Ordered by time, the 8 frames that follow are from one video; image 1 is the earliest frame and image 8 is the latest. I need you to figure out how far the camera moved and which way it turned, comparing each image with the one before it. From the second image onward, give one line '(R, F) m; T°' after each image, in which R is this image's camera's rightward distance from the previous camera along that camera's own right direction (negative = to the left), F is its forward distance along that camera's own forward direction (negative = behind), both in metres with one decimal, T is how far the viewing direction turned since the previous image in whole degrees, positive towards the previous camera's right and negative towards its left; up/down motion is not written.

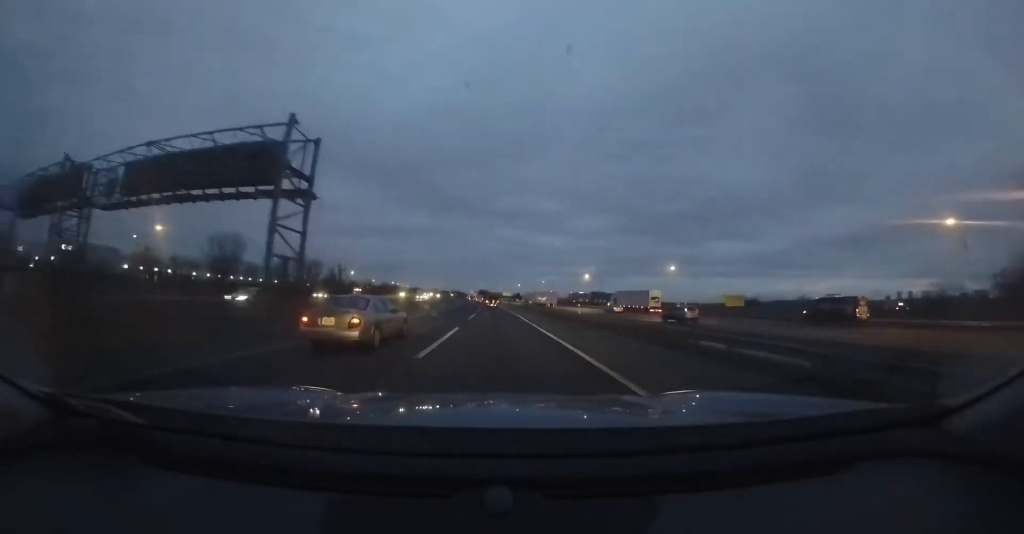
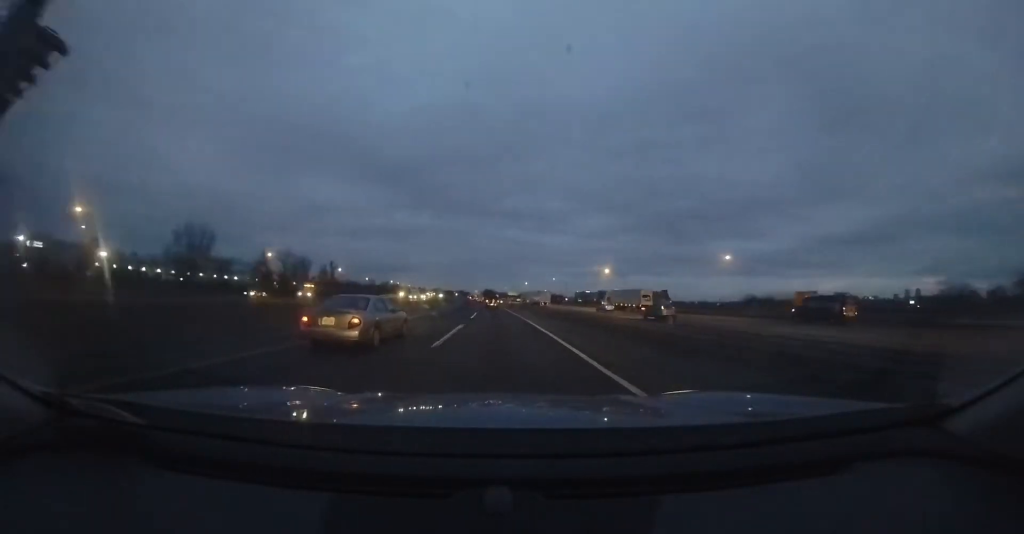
(0.0, +13.6) m; 0°
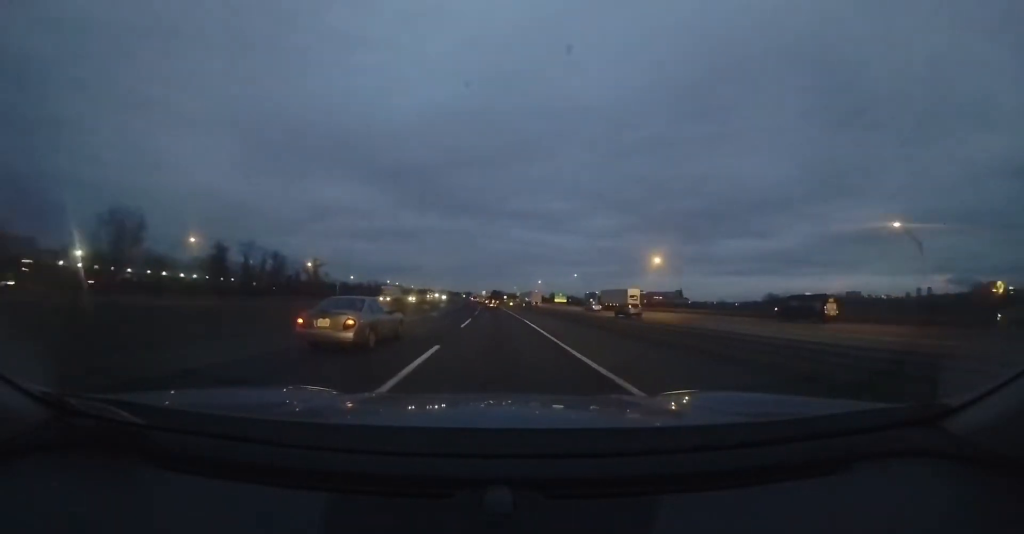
(0.0, +22.4) m; 0°
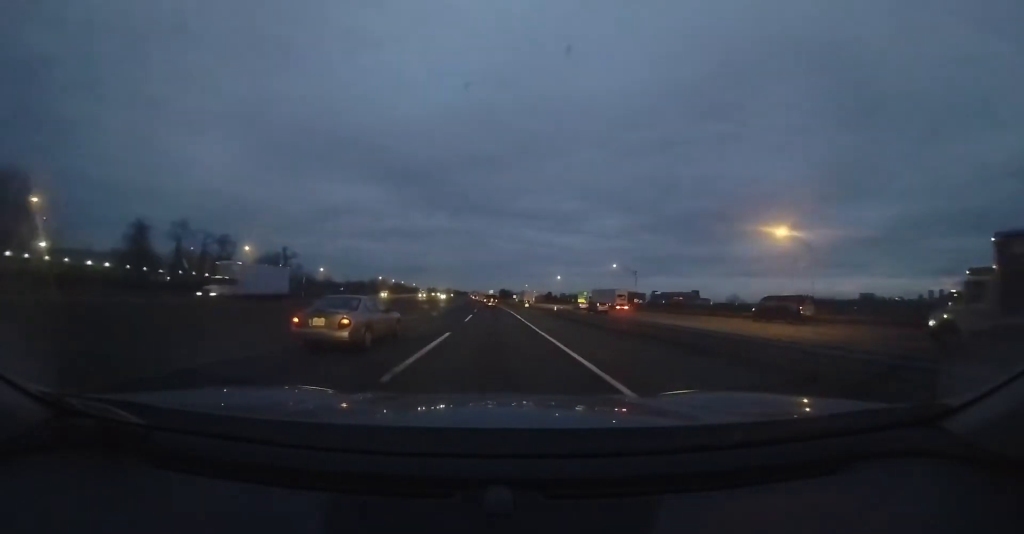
(0.0, +26.4) m; 0°
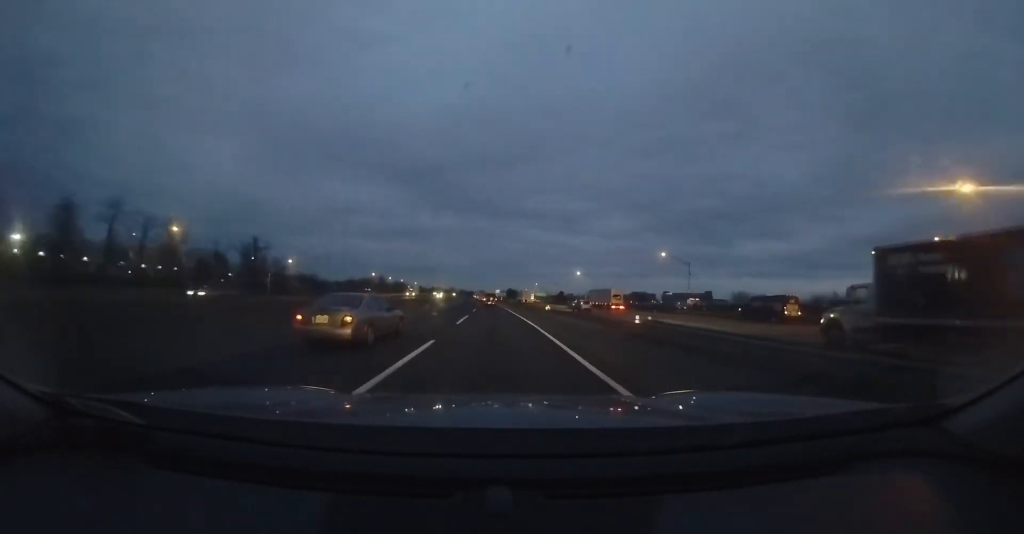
(0.0, +18.4) m; 0°
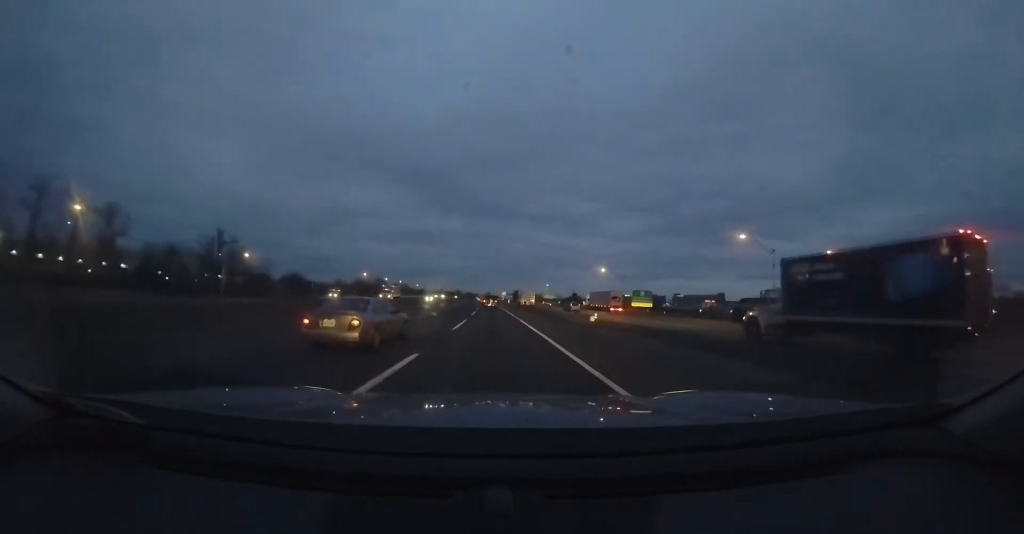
(0.0, +16.8) m; -2°
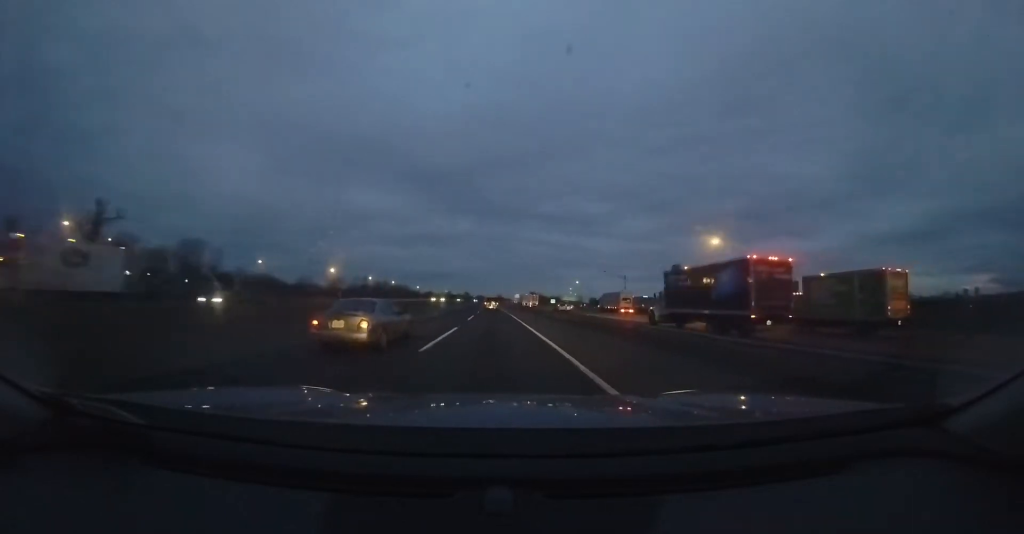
(-2.1, +35.9) m; -6°
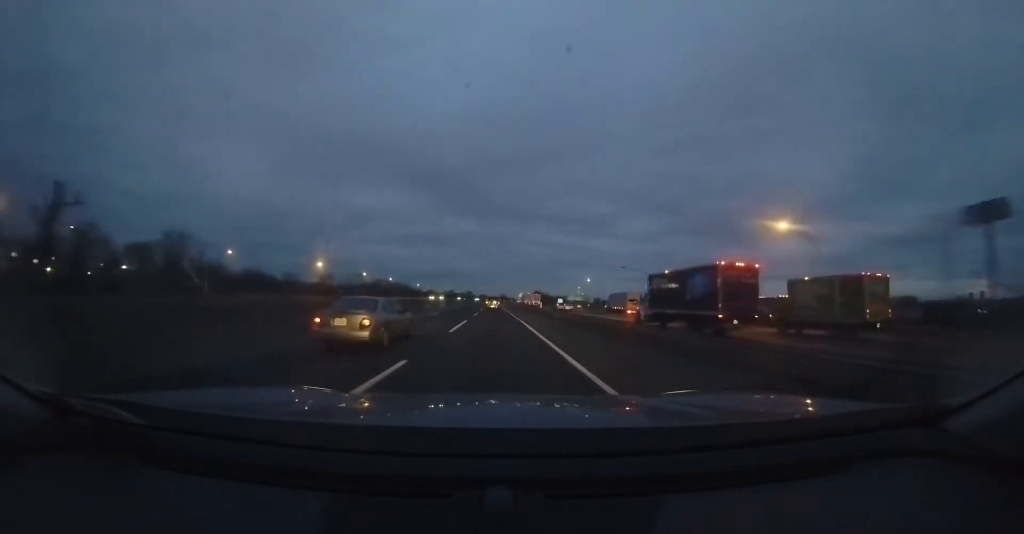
(-0.1, +9.6) m; 0°
